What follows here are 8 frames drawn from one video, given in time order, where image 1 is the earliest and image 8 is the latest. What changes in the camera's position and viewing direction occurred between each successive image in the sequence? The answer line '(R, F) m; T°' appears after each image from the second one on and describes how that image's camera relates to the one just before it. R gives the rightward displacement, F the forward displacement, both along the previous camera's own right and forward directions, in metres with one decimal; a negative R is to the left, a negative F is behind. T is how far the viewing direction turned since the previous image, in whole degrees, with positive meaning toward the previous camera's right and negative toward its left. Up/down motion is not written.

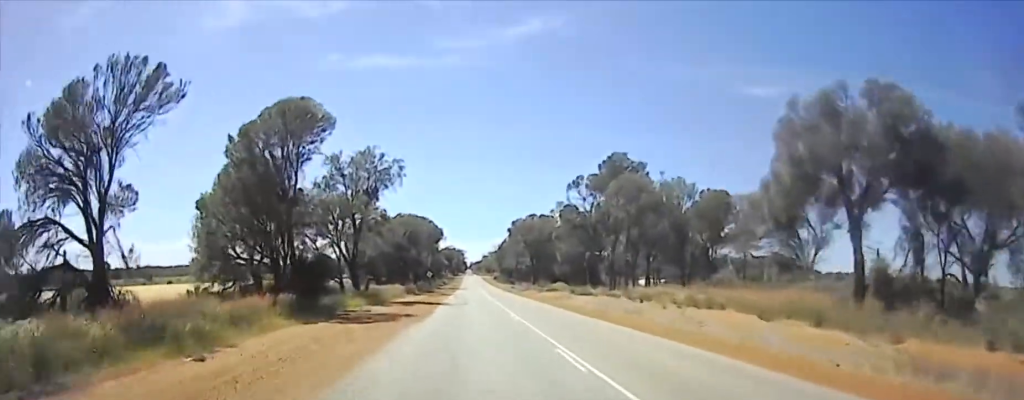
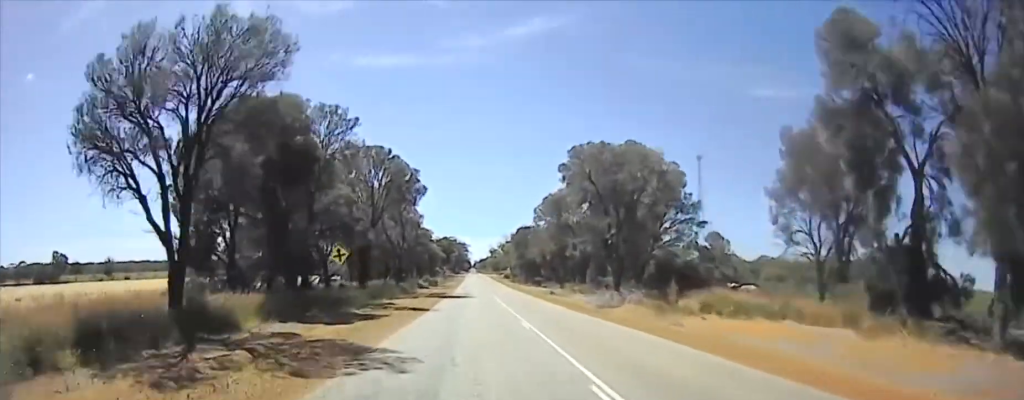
(+3.9, +49.8) m; +4°
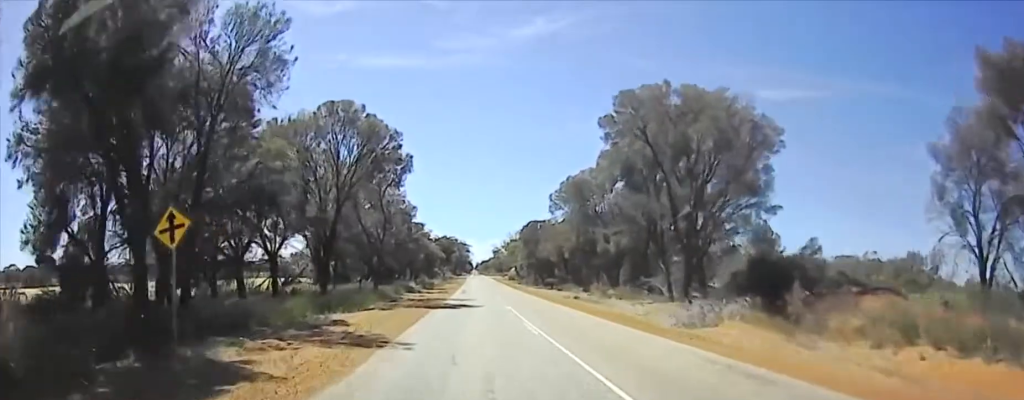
(-0.4, +17.7) m; -1°
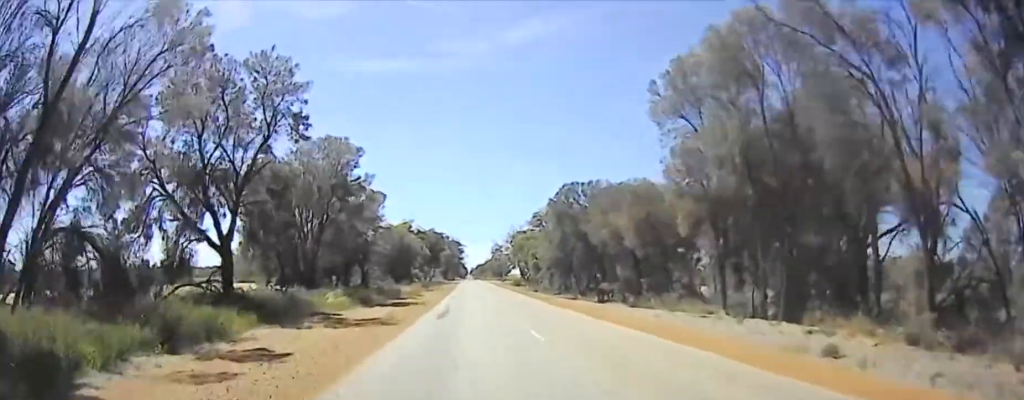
(-0.1, +42.9) m; 0°
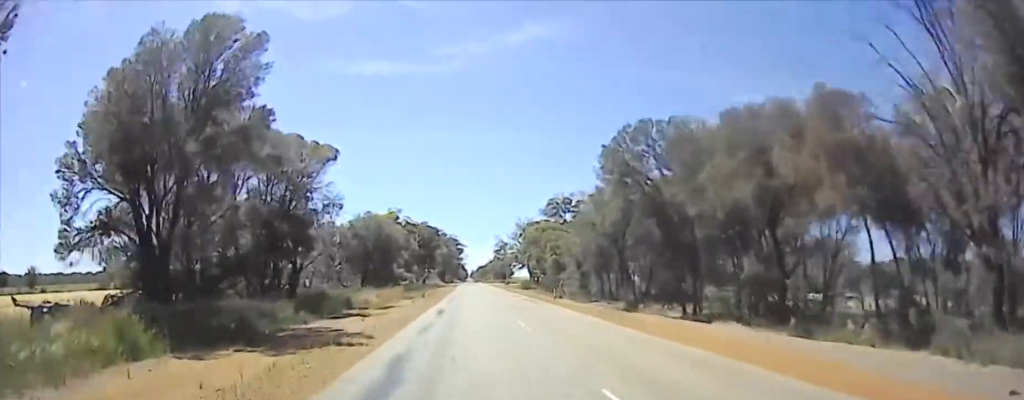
(0.0, +21.1) m; -1°
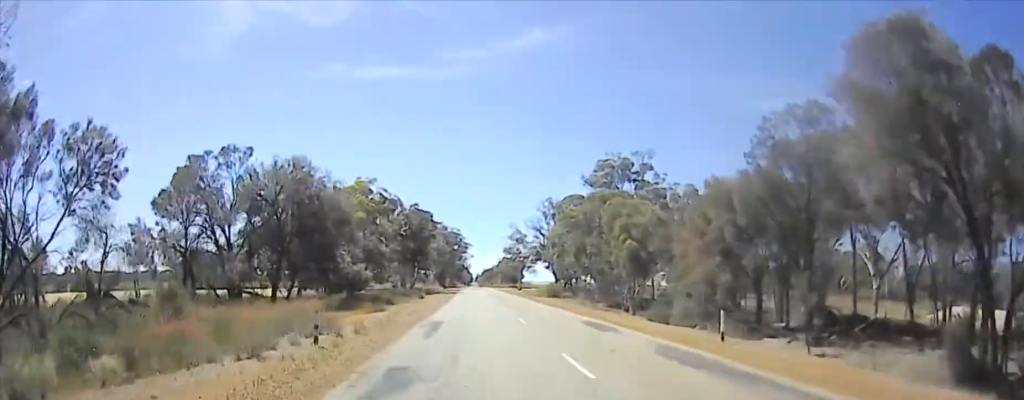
(-0.8, +30.6) m; -2°
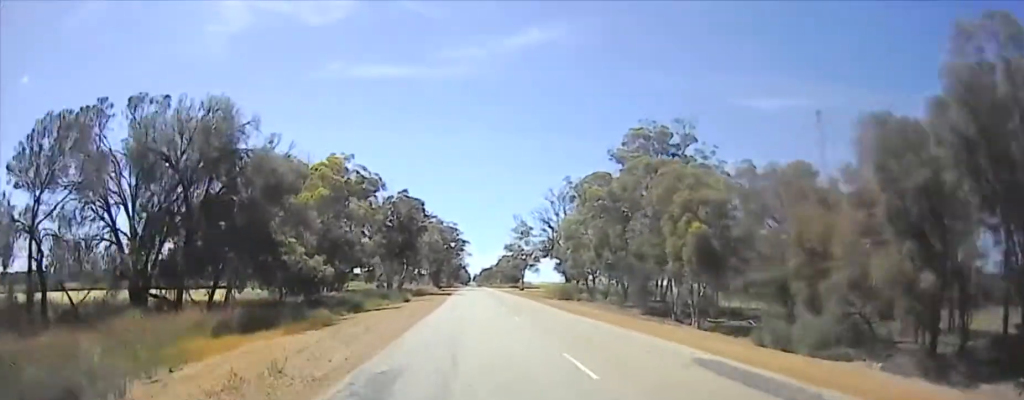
(-0.5, +12.6) m; 0°
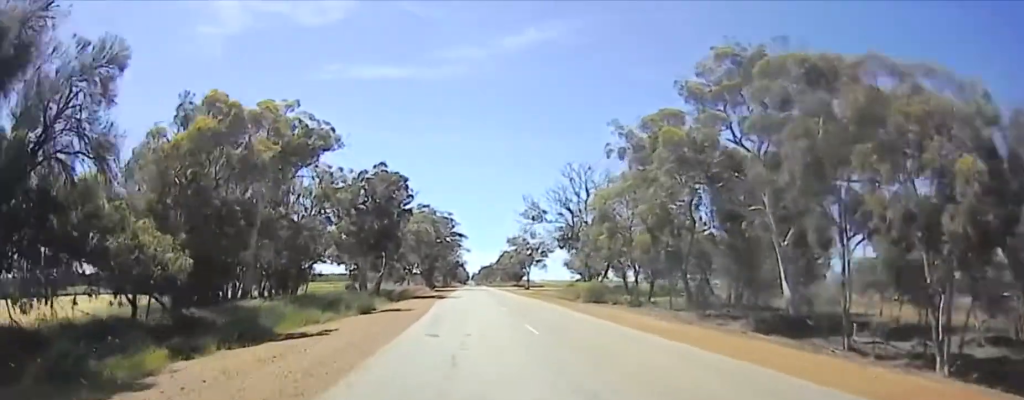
(+0.6, +20.3) m; +1°
